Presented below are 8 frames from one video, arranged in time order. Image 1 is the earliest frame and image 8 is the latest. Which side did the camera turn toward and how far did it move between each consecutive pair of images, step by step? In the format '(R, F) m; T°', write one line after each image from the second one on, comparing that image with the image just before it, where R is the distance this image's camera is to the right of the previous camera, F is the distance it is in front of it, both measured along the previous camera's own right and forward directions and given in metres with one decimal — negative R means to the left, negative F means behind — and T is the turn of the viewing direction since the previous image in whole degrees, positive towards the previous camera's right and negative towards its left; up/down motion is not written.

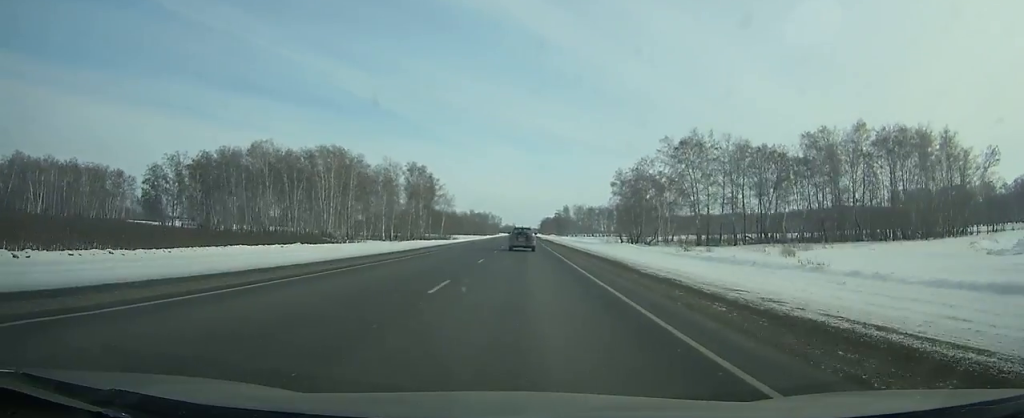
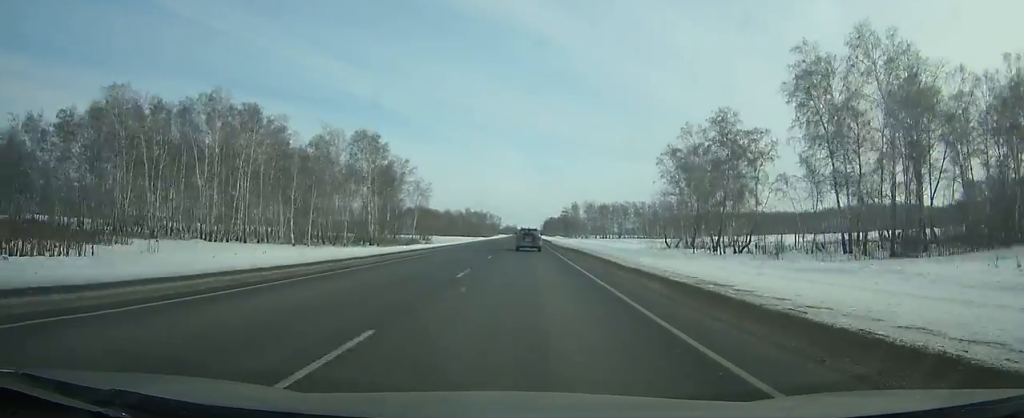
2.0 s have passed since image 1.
(0.0, +54.5) m; 0°
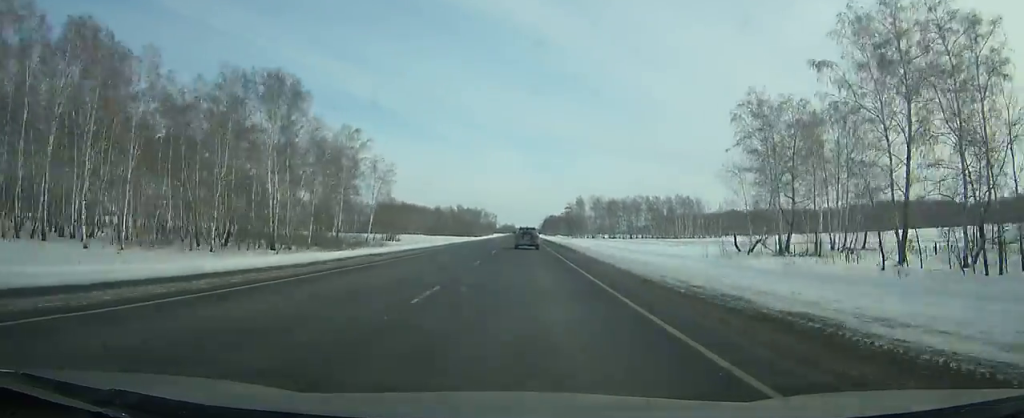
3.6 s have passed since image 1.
(0.0, +43.5) m; 0°
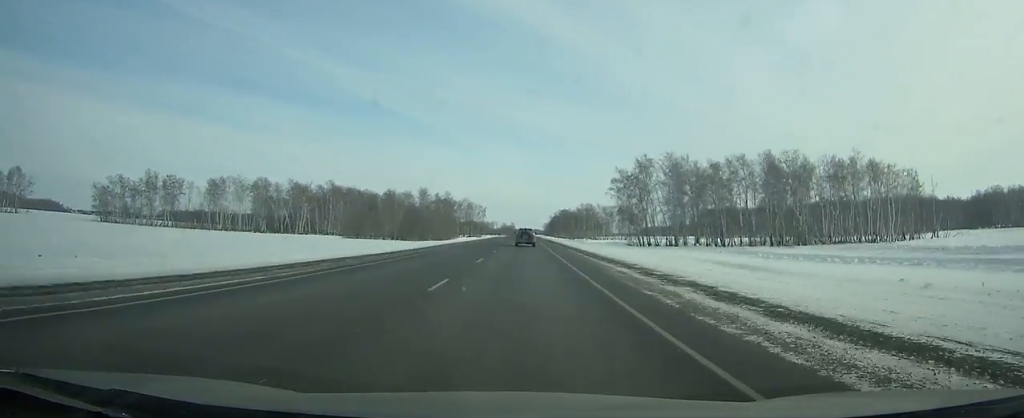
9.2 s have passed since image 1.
(-0.4, +154.4) m; 0°
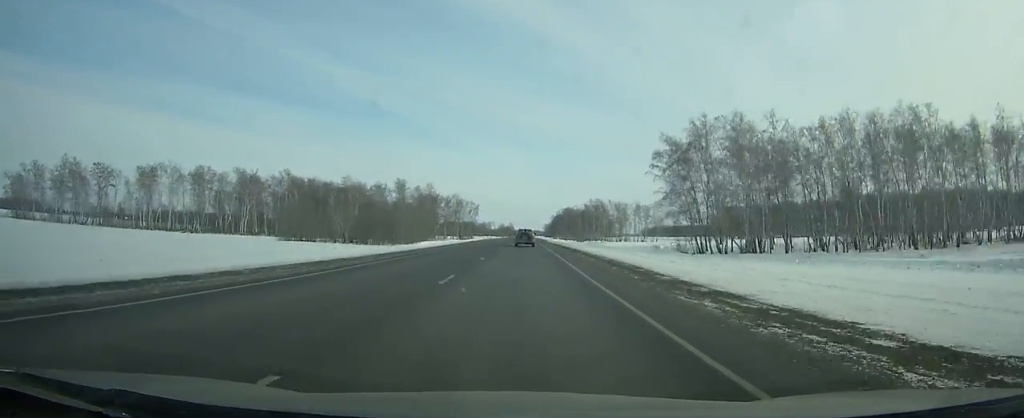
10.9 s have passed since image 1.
(0.0, +47.4) m; 0°
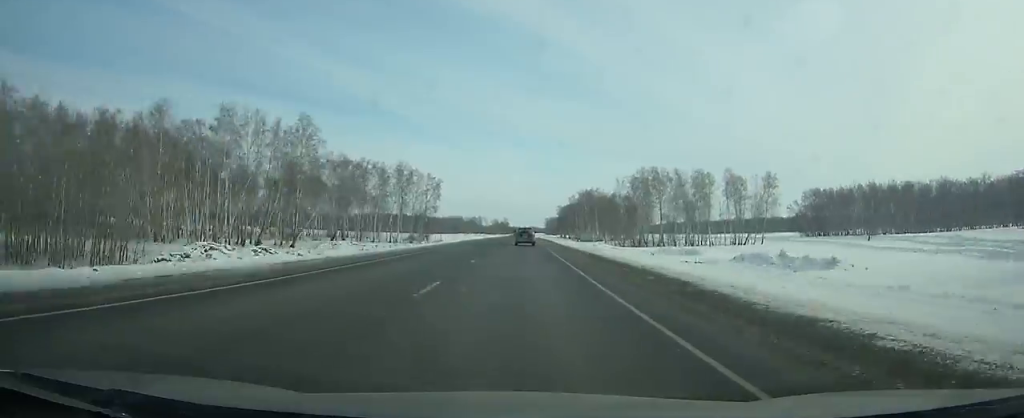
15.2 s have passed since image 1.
(+0.2, +120.9) m; 0°
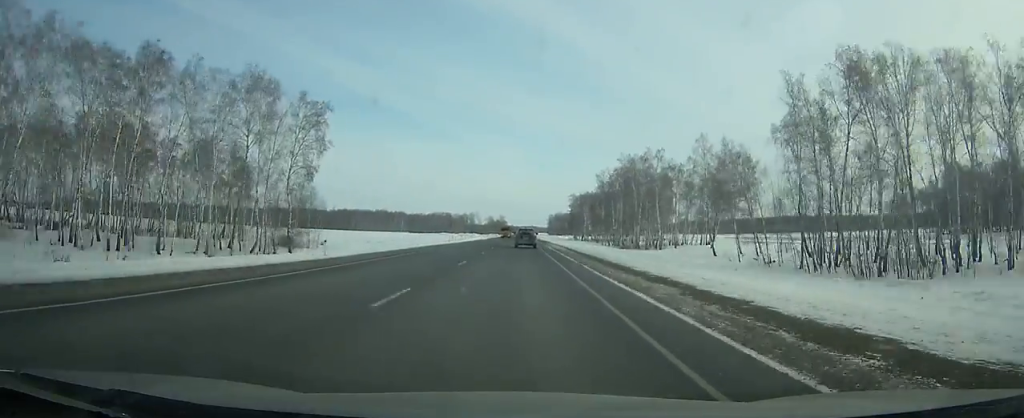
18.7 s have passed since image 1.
(+0.3, +98.1) m; 0°
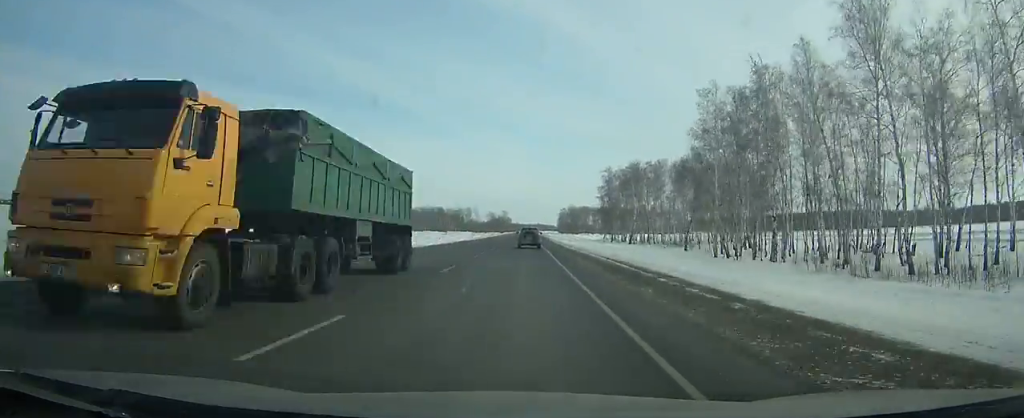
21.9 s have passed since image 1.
(-0.2, +88.5) m; 0°
